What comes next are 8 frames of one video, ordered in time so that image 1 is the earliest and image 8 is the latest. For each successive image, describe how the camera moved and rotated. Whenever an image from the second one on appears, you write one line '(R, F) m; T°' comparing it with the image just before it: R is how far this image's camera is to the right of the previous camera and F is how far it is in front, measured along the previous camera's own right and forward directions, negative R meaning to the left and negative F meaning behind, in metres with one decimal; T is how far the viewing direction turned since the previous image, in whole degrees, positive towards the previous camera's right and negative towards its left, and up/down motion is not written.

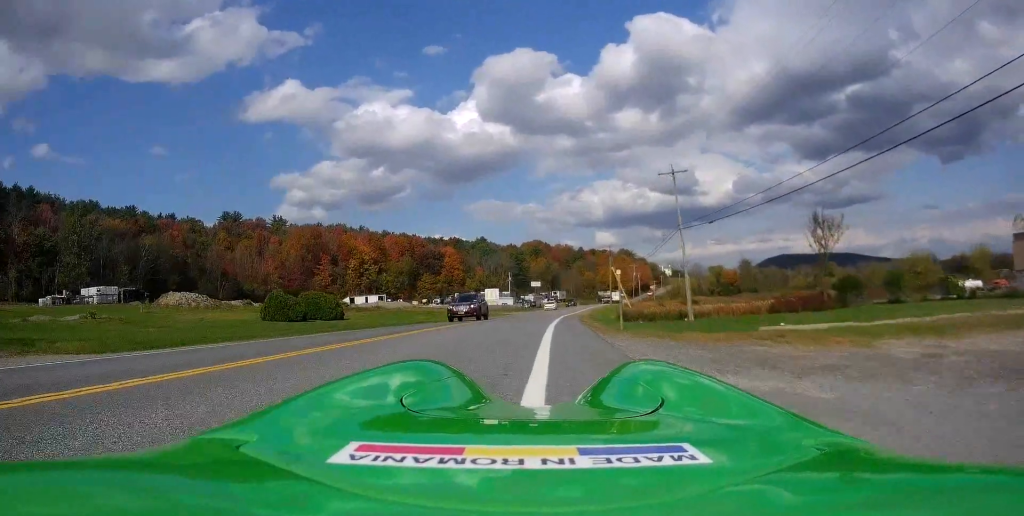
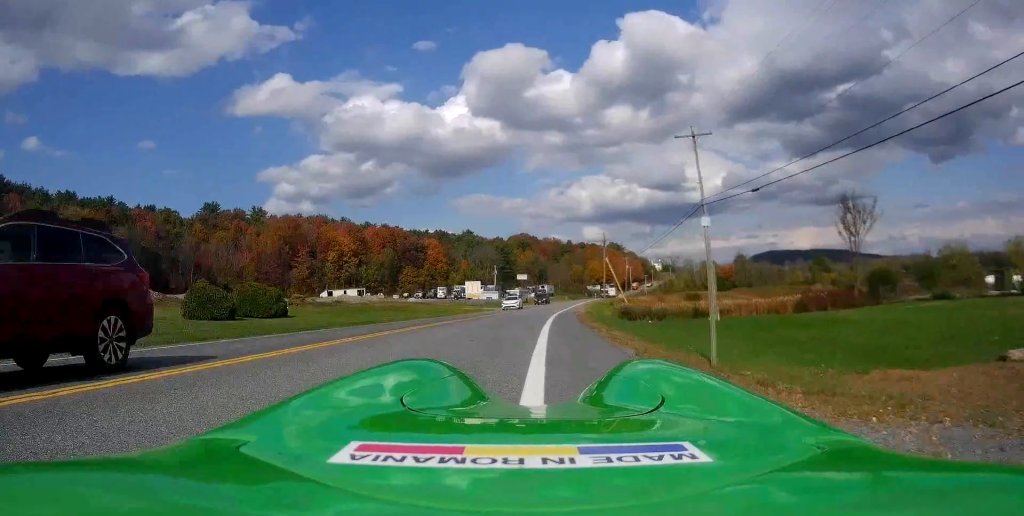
(0.0, +10.1) m; +1°
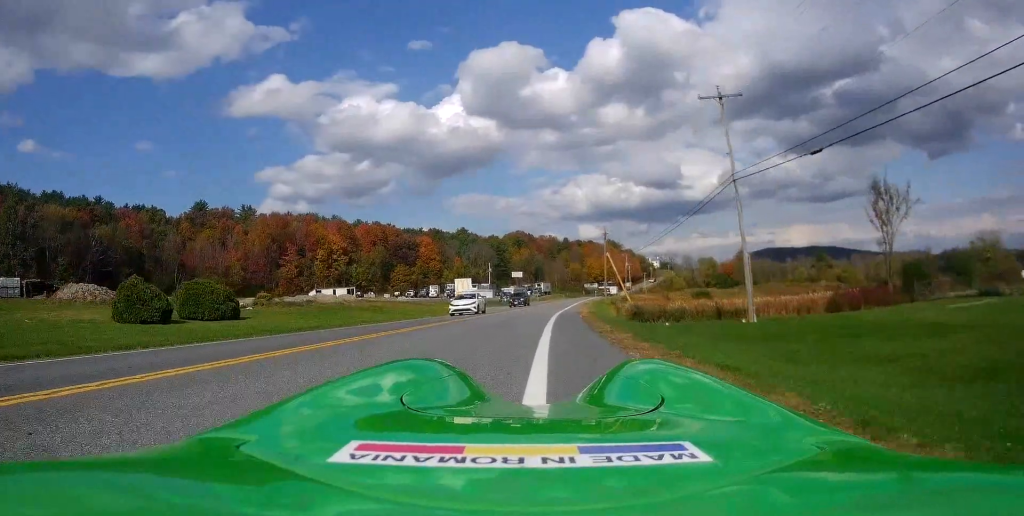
(+0.1, +6.8) m; +1°
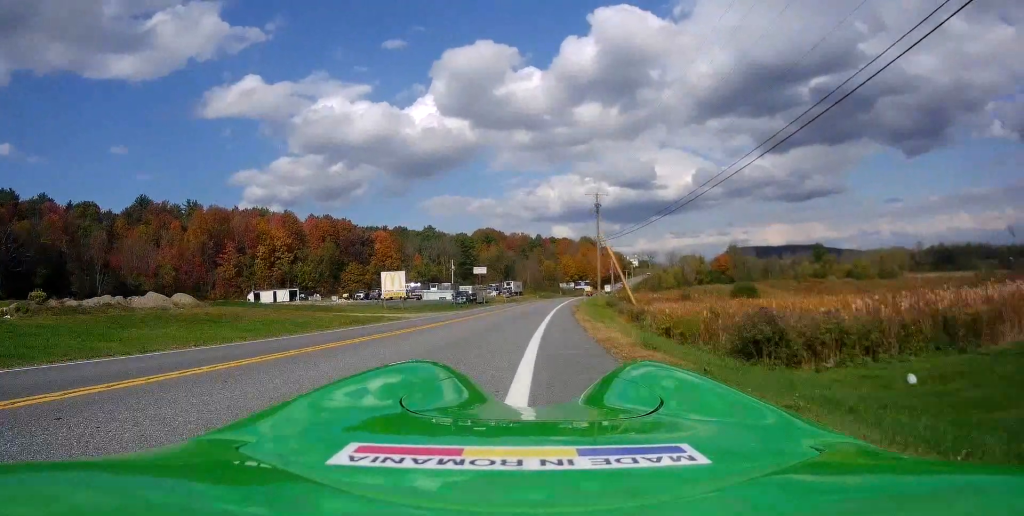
(+0.1, +25.6) m; +3°
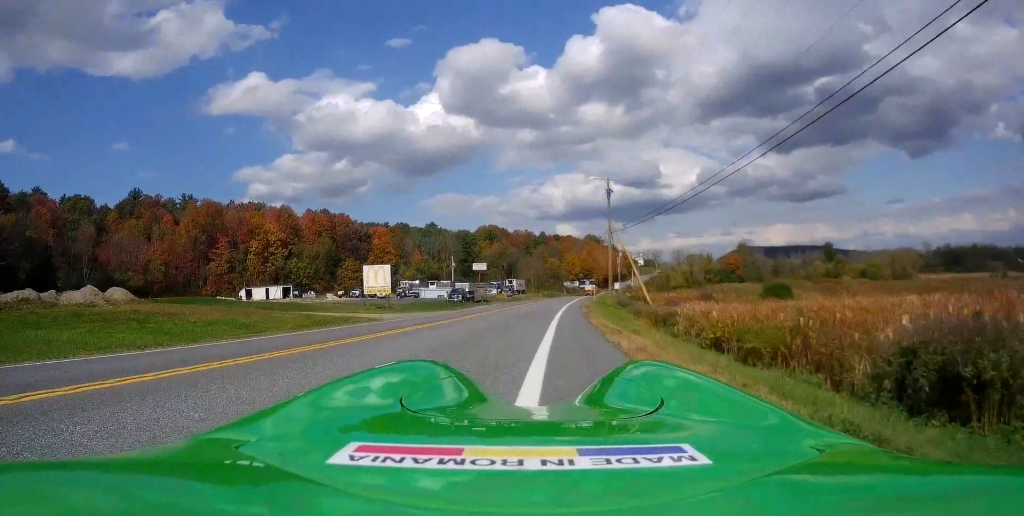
(+0.3, +7.1) m; +2°
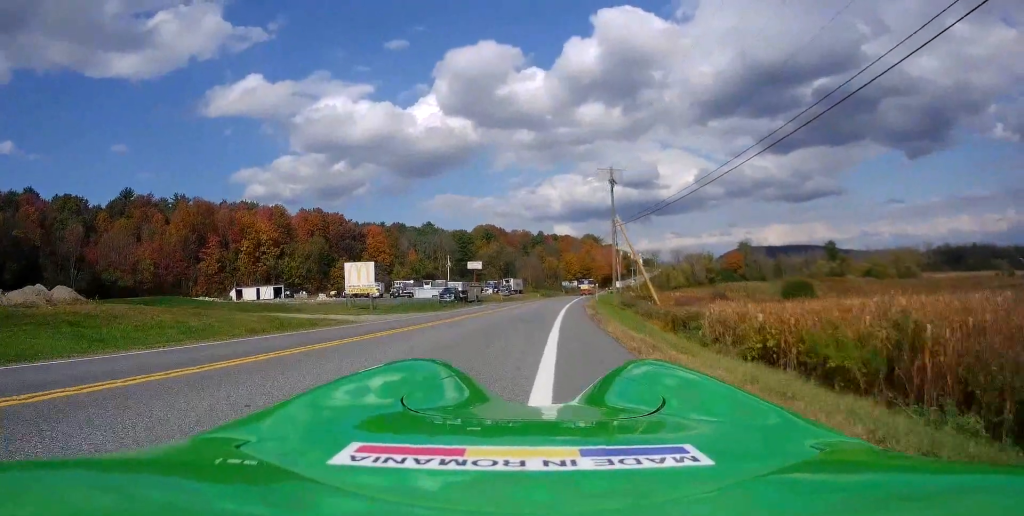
(0.0, +4.2) m; 0°
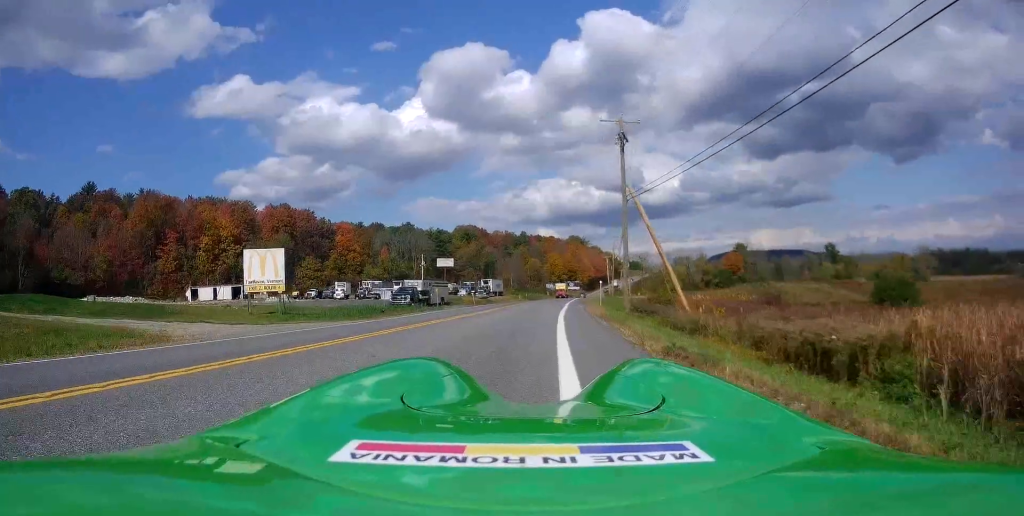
(-0.4, +14.7) m; -2°
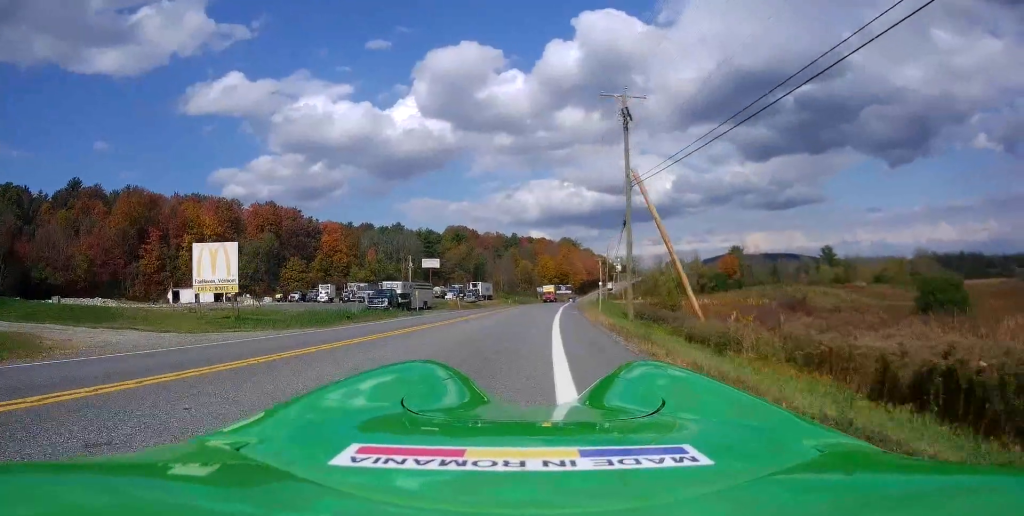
(-0.2, +4.4) m; 0°
